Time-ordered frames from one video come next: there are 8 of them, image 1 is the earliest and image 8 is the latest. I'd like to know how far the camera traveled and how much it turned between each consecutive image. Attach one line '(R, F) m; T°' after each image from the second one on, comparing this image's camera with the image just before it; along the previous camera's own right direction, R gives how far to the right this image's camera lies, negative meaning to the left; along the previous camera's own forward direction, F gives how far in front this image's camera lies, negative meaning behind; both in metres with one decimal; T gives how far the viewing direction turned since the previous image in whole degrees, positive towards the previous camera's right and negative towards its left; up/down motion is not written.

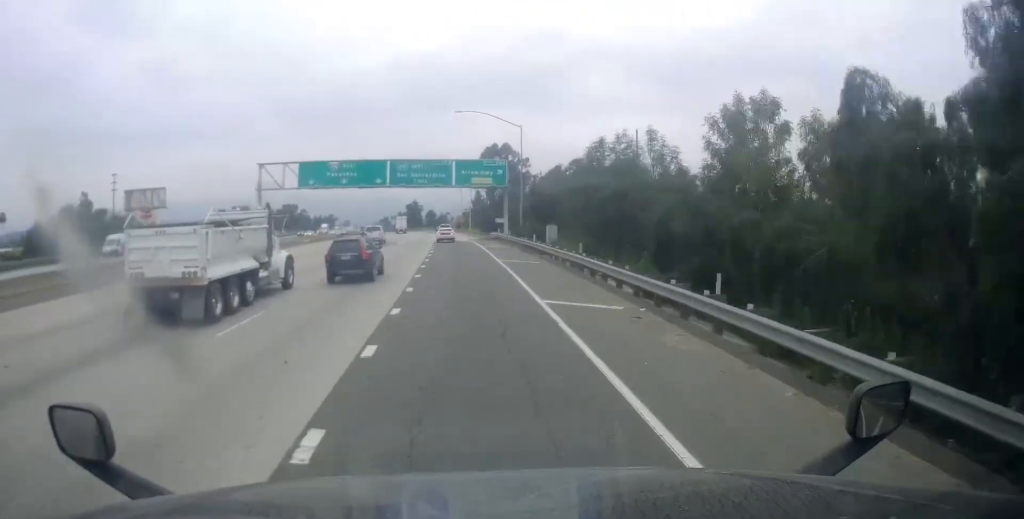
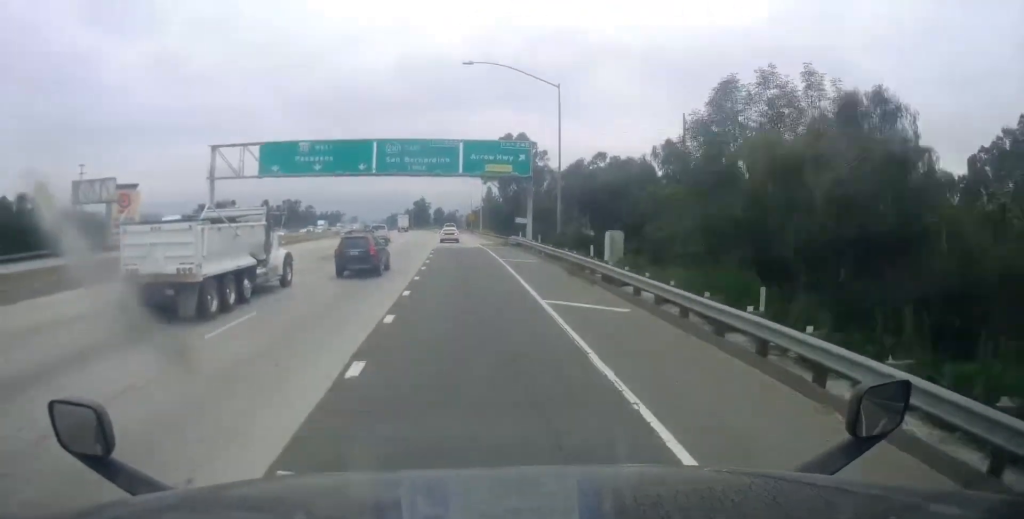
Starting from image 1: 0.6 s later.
(-0.1, +15.3) m; -1°
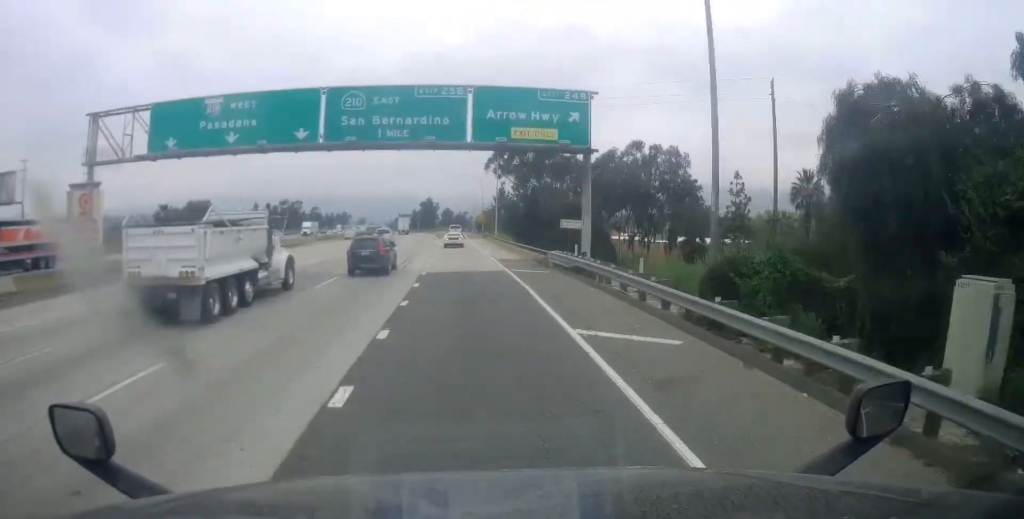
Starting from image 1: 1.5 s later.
(-0.7, +20.0) m; +1°
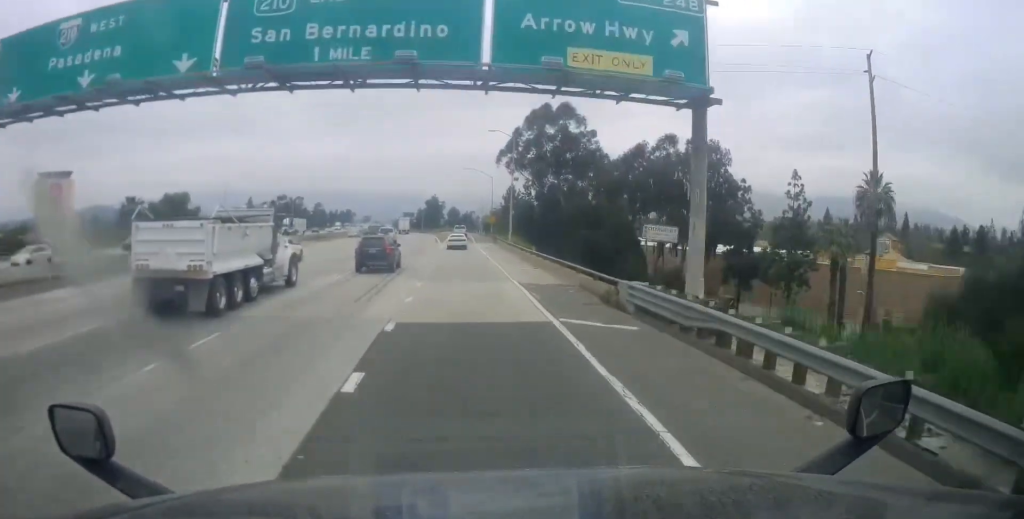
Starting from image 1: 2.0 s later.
(+0.8, +13.4) m; 0°
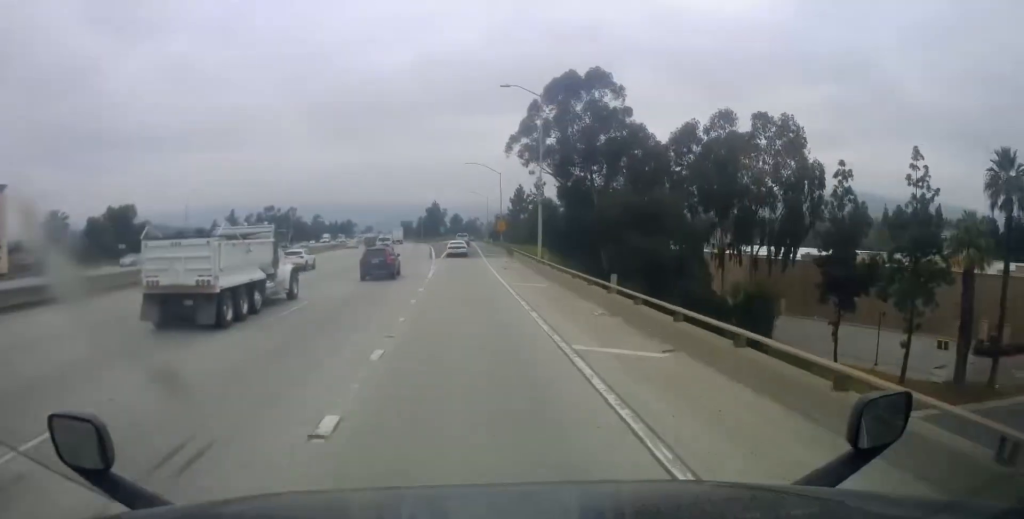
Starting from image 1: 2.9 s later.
(-0.3, +20.9) m; -2°
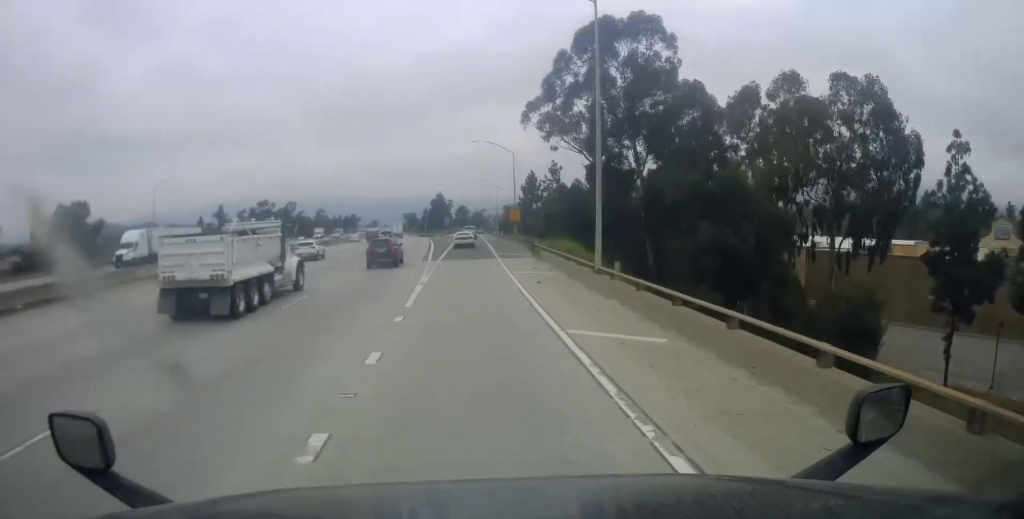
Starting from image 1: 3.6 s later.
(-0.5, +15.2) m; -2°
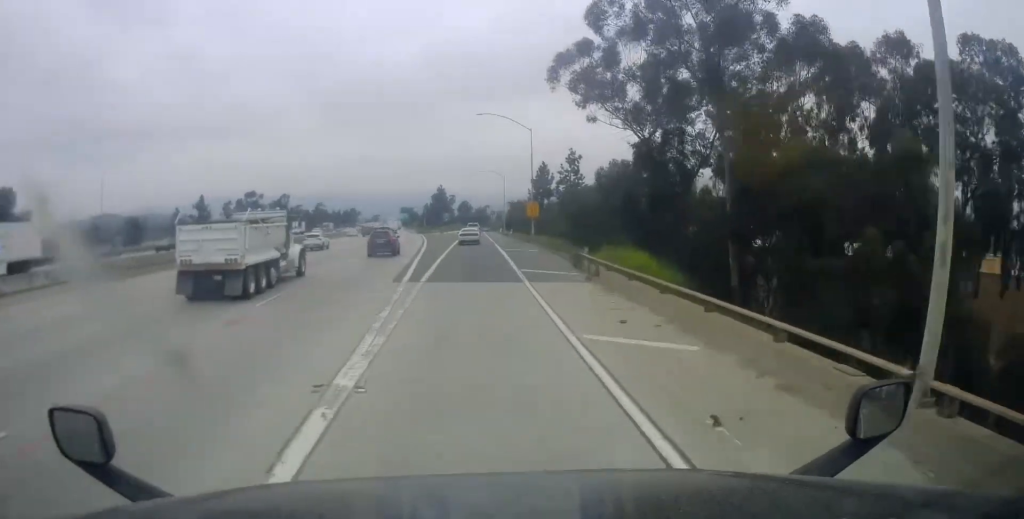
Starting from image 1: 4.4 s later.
(-0.1, +16.9) m; 0°
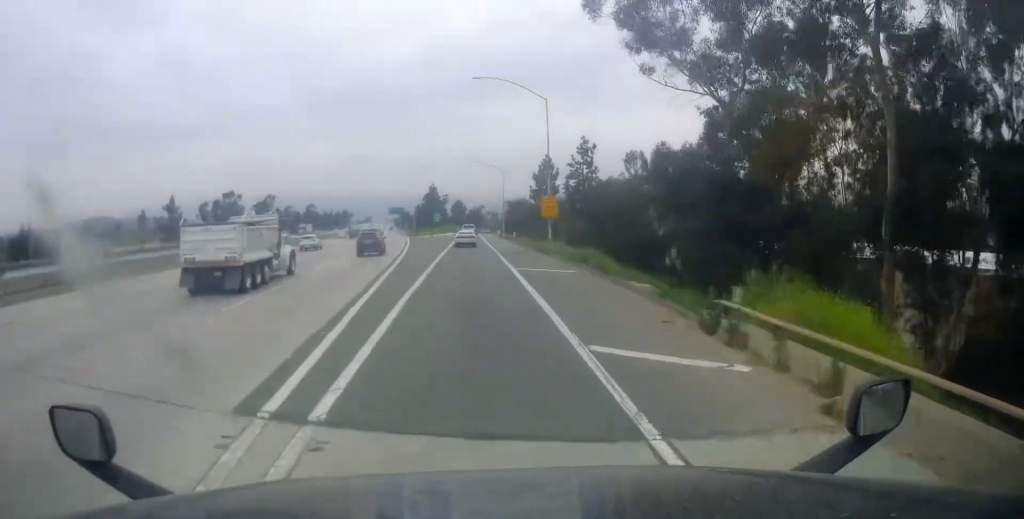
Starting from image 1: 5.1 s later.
(+0.2, +15.6) m; 0°
